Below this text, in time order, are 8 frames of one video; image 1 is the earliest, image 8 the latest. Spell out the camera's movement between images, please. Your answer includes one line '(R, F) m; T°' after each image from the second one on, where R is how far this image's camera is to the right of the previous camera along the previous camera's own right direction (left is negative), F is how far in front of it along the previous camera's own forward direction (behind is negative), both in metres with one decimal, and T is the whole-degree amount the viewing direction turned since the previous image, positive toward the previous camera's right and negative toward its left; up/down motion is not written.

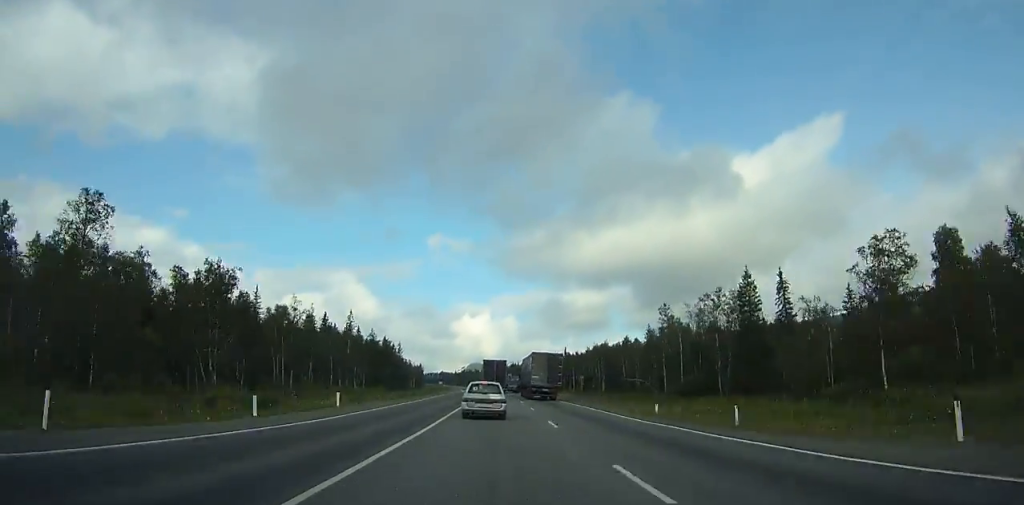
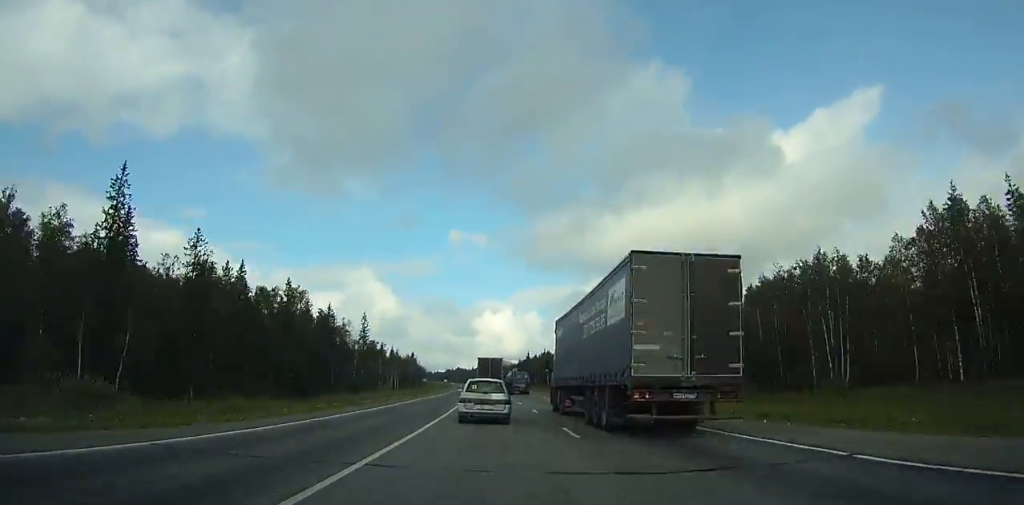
(-1.9, +101.9) m; -2°
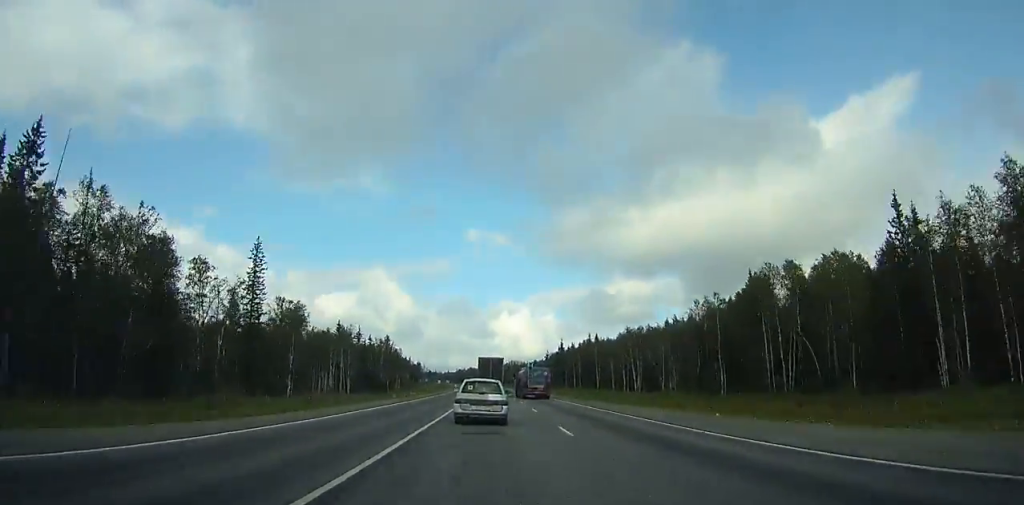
(-0.9, +83.8) m; -1°
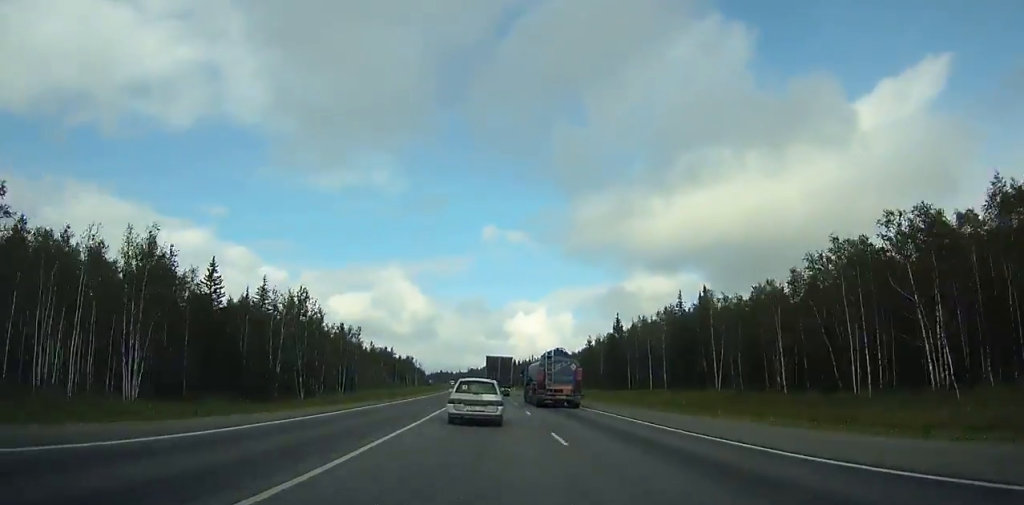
(-0.6, +73.6) m; -2°
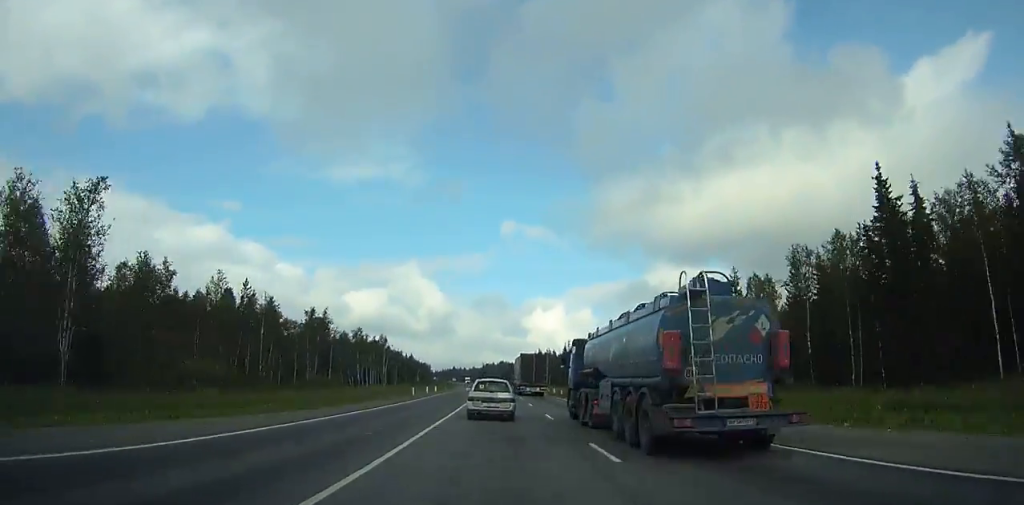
(-2.0, +87.6) m; -2°
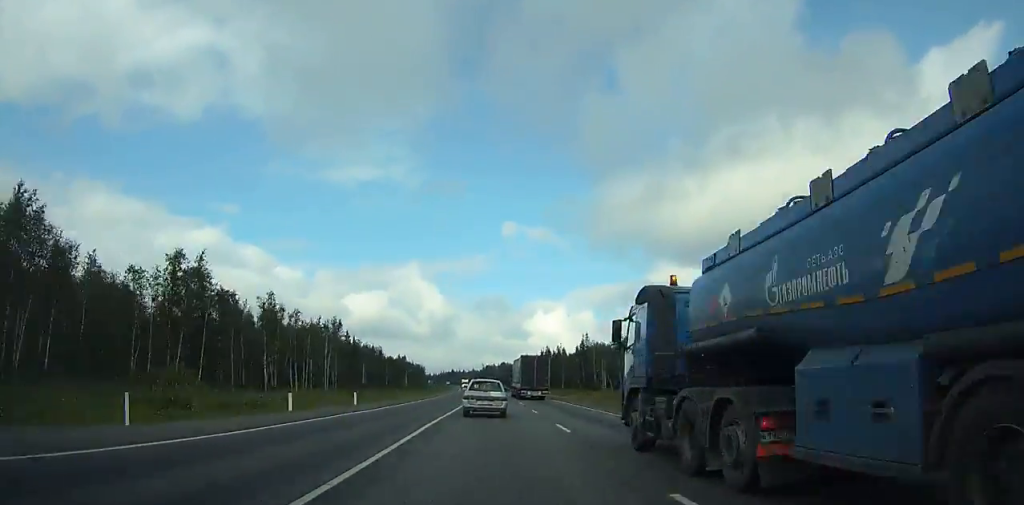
(-0.3, +43.0) m; 0°
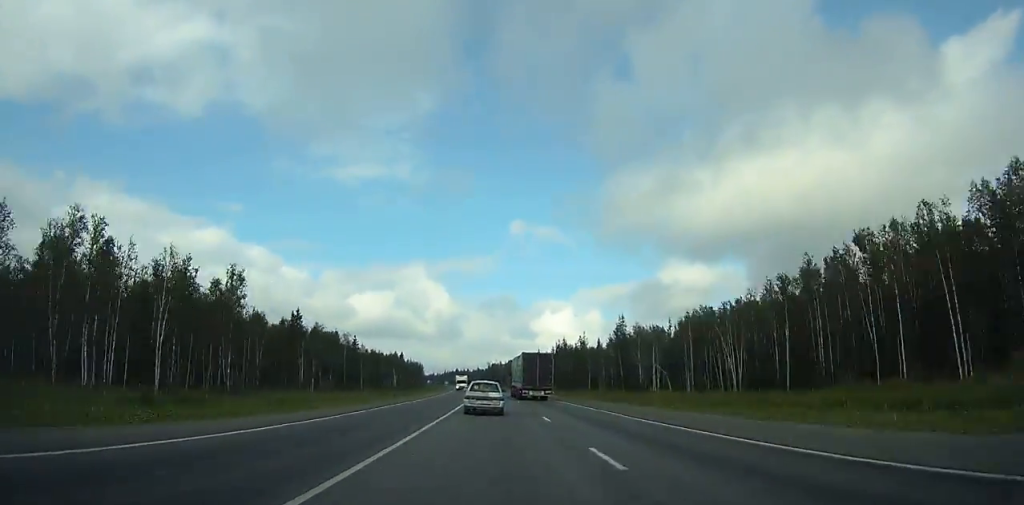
(-0.2, +43.5) m; -1°
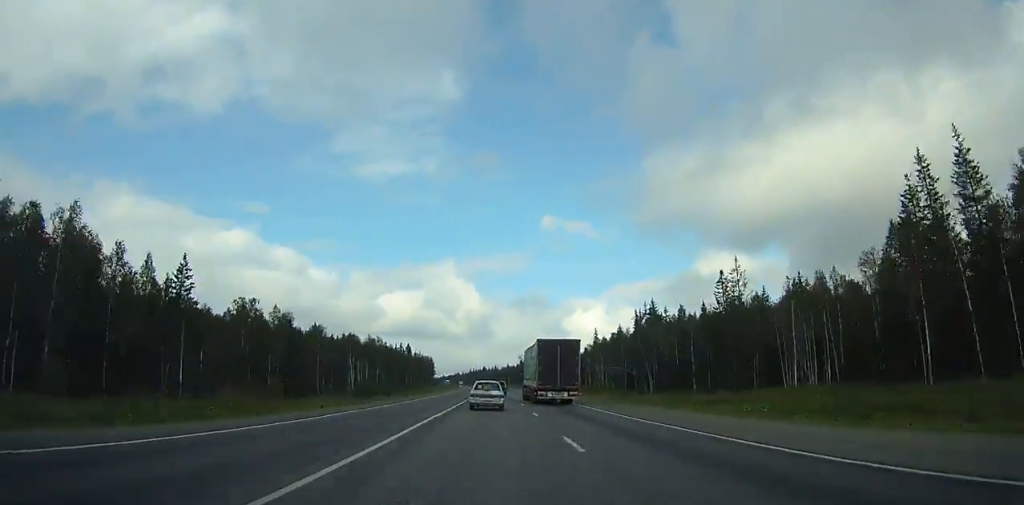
(-1.3, +94.3) m; -2°
